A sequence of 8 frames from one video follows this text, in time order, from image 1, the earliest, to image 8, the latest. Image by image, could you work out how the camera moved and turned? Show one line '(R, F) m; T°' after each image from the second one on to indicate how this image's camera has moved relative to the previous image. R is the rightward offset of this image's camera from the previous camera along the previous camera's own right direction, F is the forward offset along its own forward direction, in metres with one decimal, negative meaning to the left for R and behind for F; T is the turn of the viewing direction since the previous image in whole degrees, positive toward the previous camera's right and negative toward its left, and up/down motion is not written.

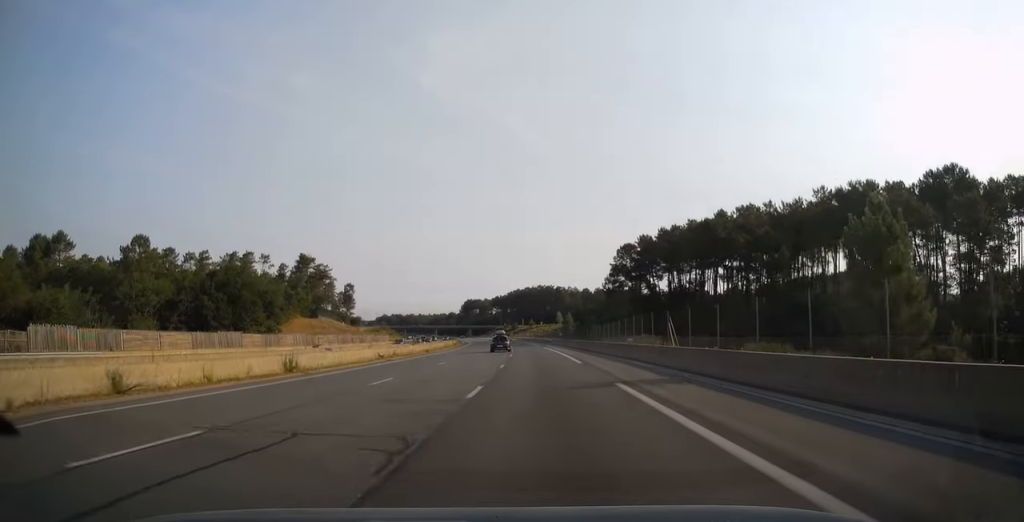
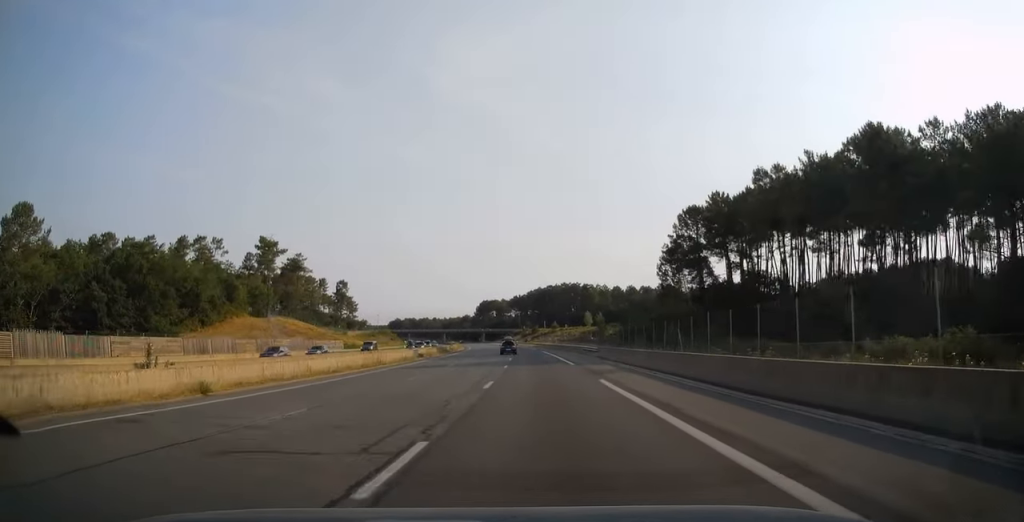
(-1.0, +47.5) m; -2°
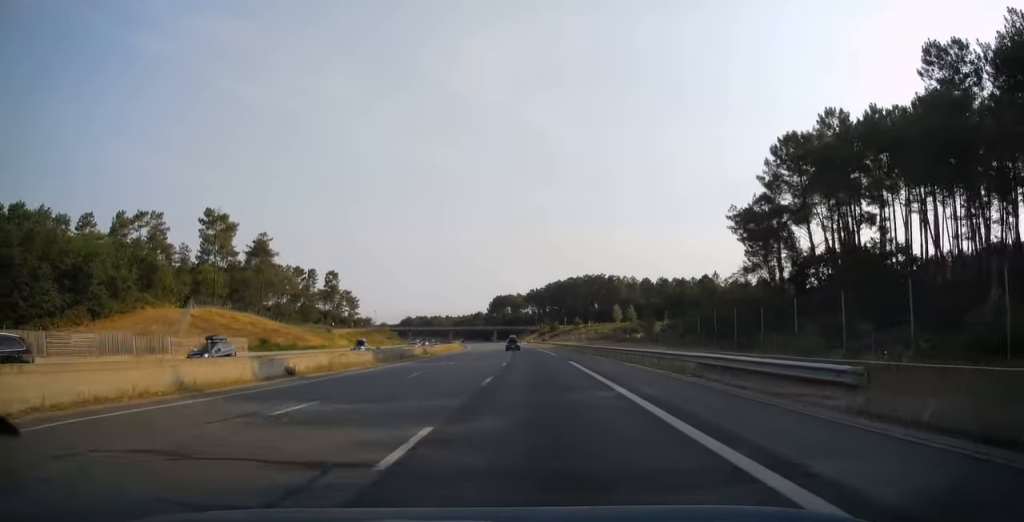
(-0.4, +37.7) m; -1°
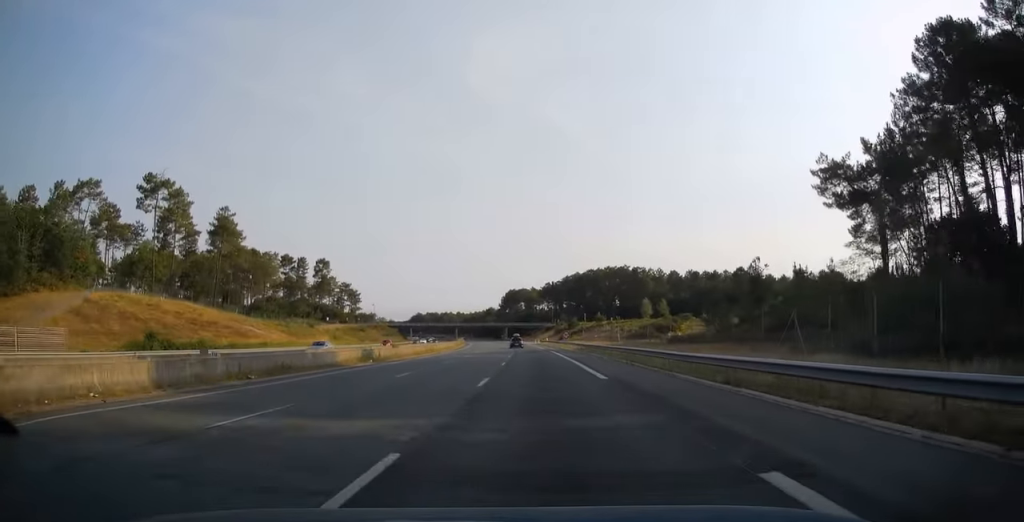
(-0.3, +28.7) m; -1°
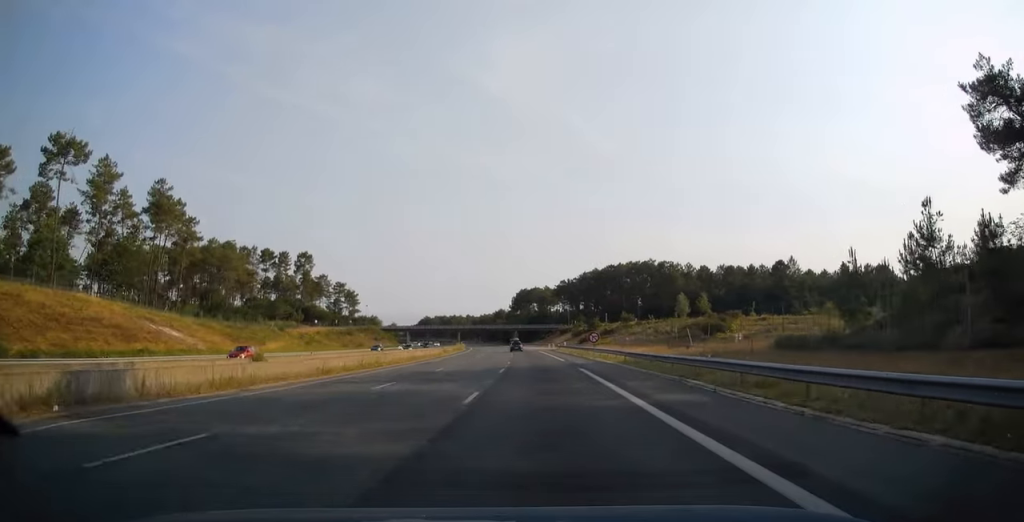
(-0.4, +29.7) m; -1°
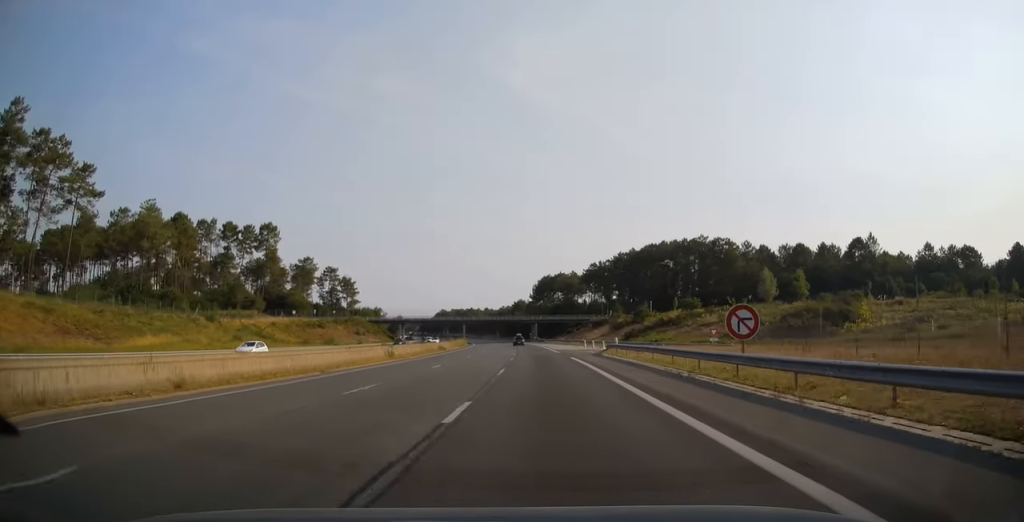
(-0.9, +43.2) m; -2°
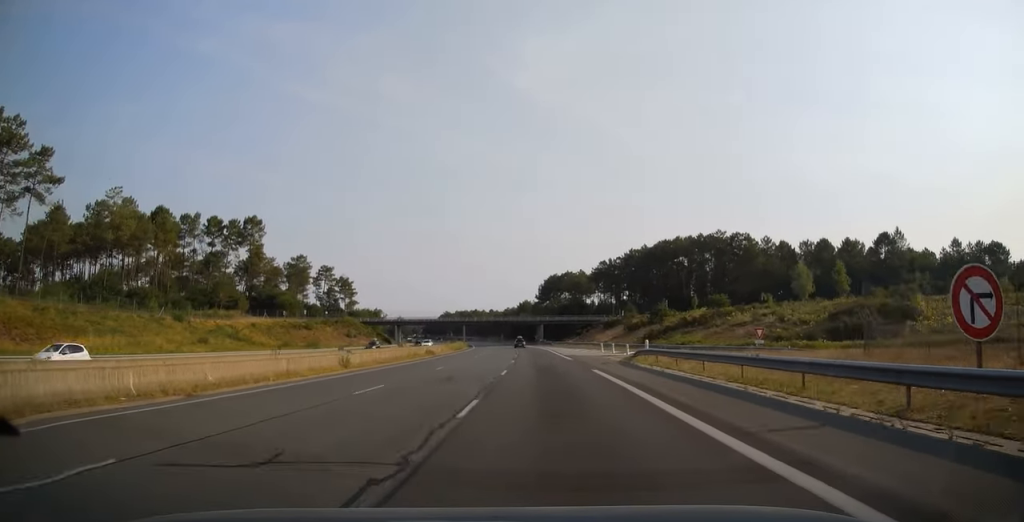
(0.0, +12.4) m; -1°
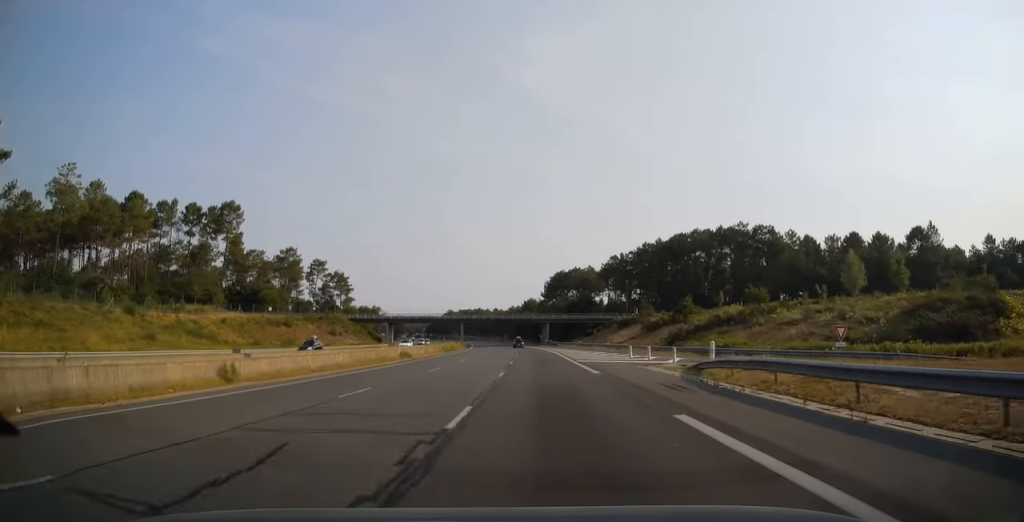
(-0.1, +14.5) m; -1°
